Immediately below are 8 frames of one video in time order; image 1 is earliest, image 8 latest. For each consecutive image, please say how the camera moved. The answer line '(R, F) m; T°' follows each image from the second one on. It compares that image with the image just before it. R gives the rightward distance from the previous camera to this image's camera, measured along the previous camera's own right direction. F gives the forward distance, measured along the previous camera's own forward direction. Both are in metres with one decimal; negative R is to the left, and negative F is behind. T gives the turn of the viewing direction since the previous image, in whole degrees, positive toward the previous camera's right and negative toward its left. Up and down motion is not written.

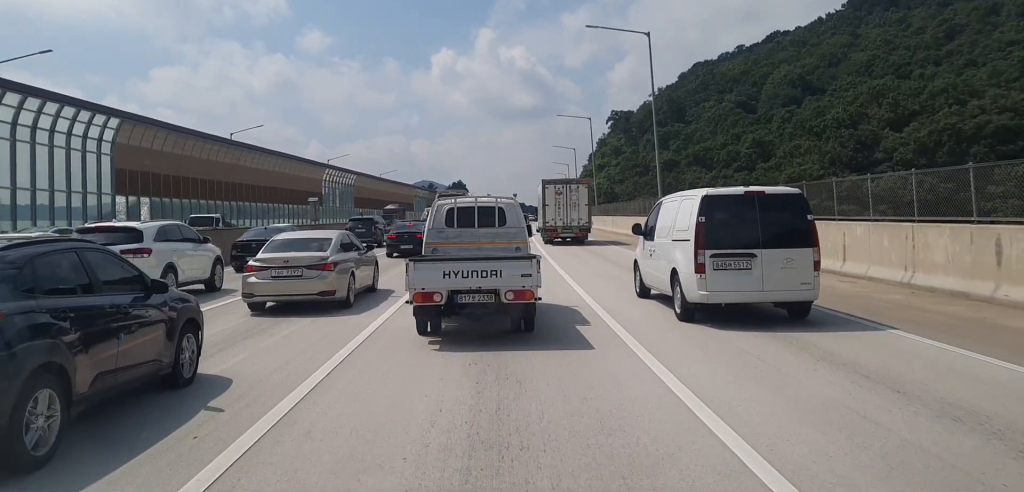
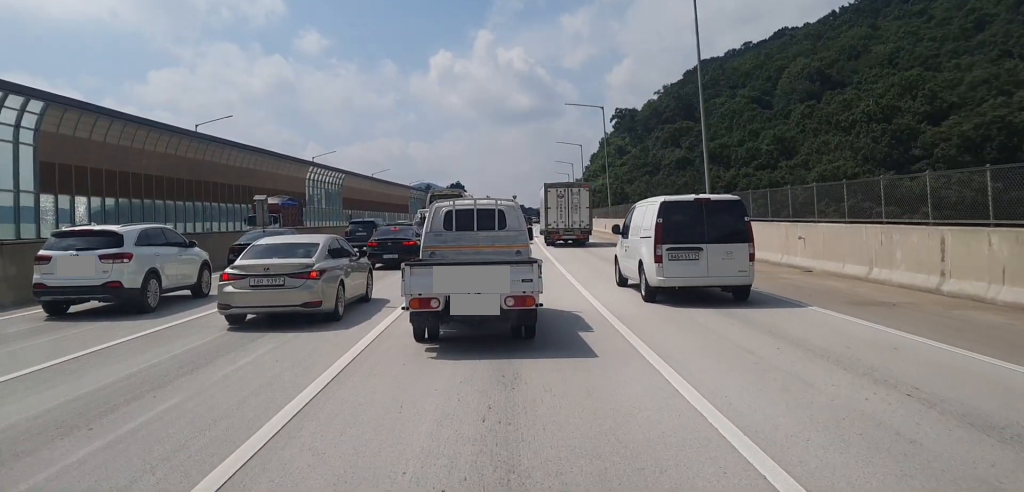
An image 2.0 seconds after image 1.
(-0.1, +10.5) m; -1°
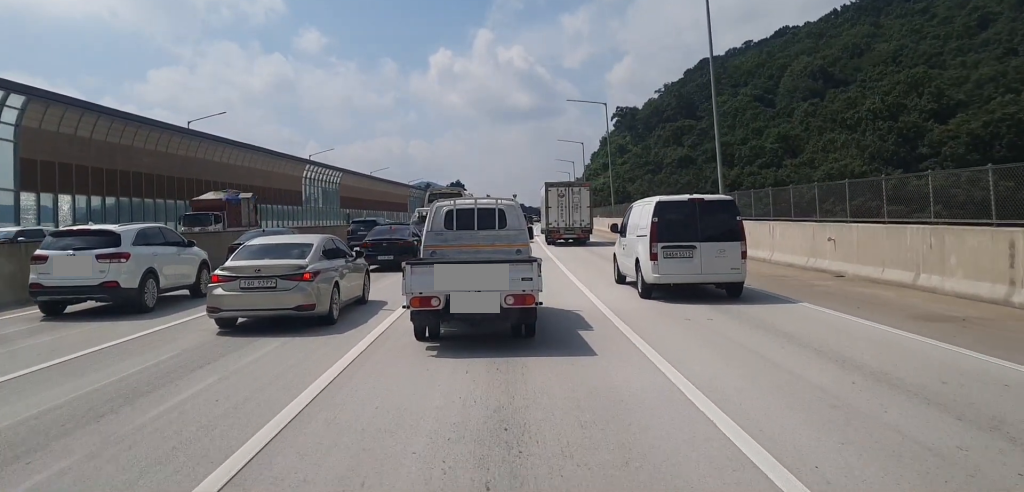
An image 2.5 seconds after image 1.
(-0.2, +2.0) m; 0°
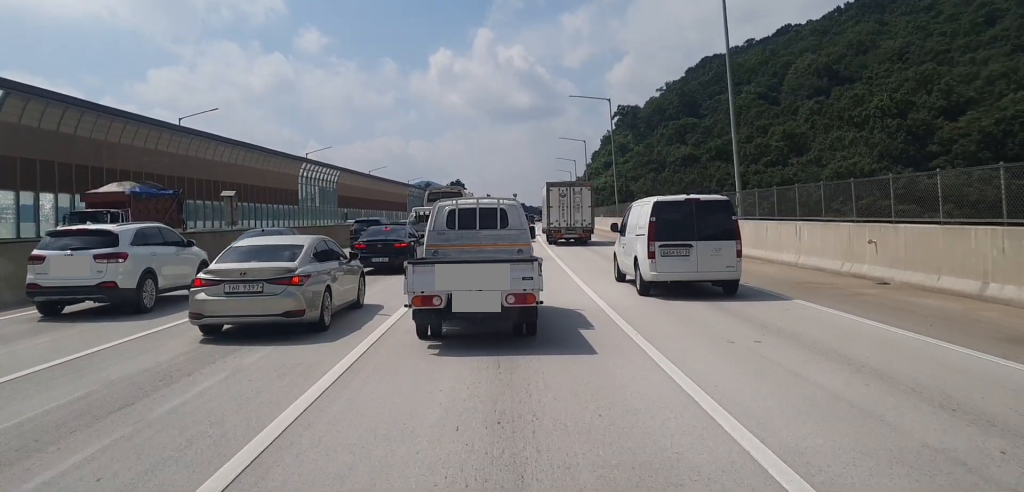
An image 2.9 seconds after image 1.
(+0.2, +2.1) m; 0°
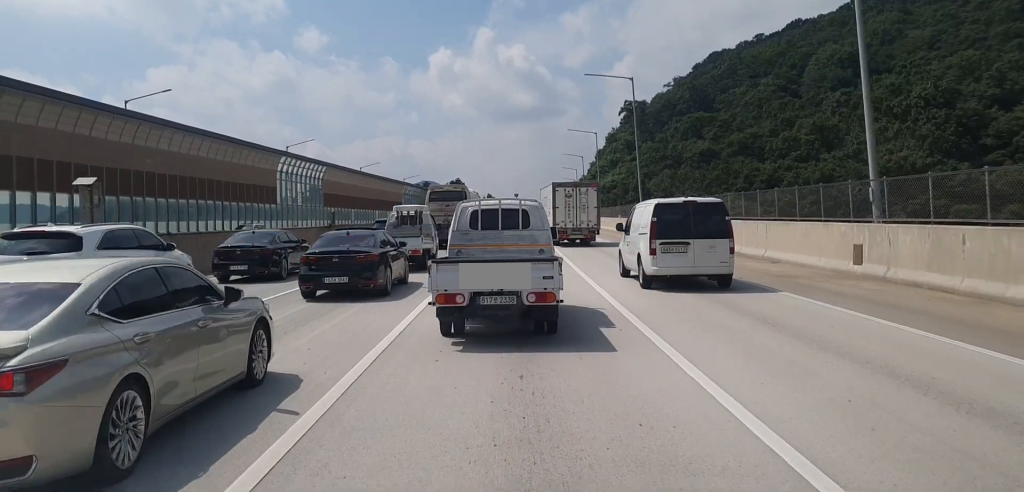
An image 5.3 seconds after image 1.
(+0.1, +10.6) m; 0°
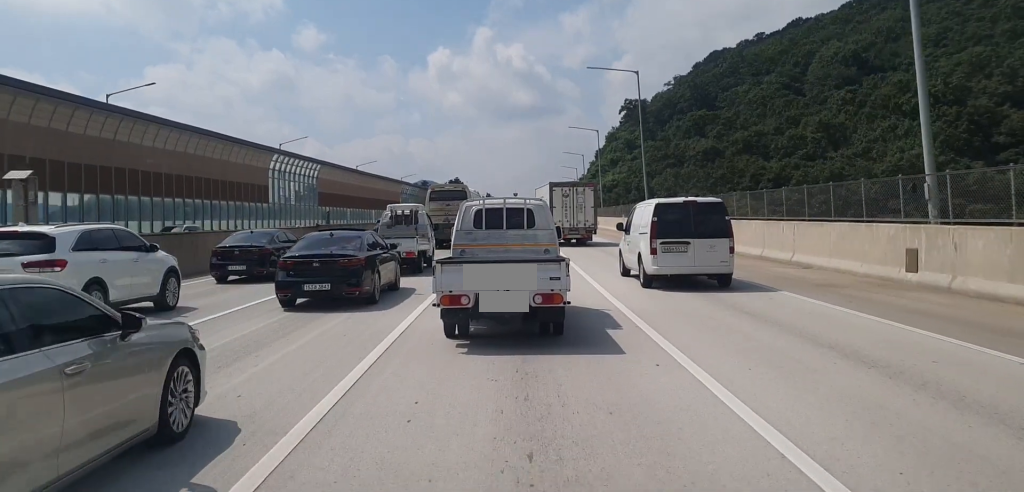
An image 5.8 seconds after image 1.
(-0.1, +2.6) m; 0°
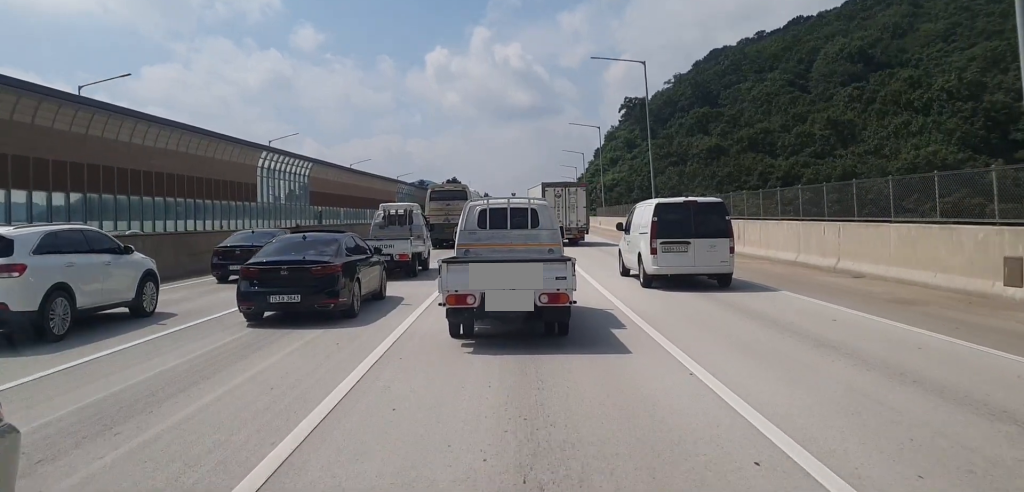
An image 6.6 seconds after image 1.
(-0.2, +3.4) m; +1°
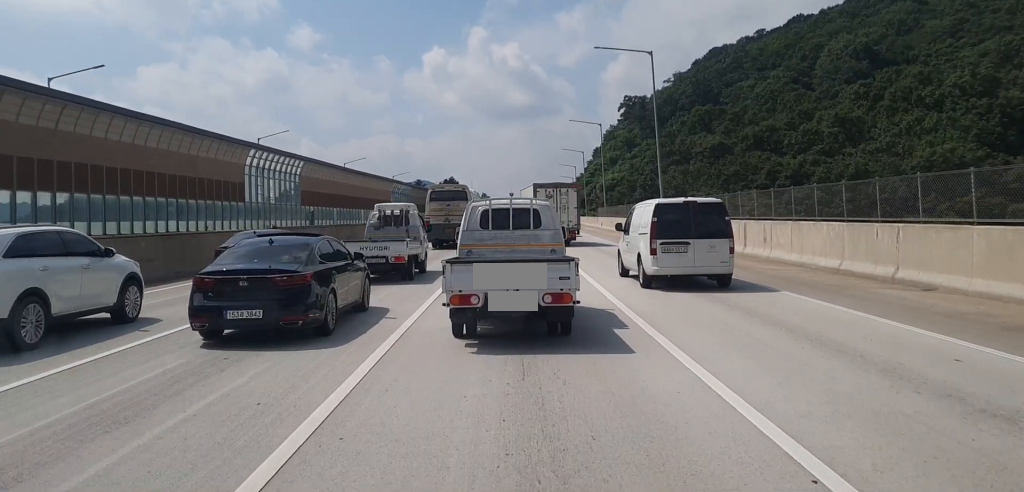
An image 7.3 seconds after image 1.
(+0.3, +3.3) m; +4°
